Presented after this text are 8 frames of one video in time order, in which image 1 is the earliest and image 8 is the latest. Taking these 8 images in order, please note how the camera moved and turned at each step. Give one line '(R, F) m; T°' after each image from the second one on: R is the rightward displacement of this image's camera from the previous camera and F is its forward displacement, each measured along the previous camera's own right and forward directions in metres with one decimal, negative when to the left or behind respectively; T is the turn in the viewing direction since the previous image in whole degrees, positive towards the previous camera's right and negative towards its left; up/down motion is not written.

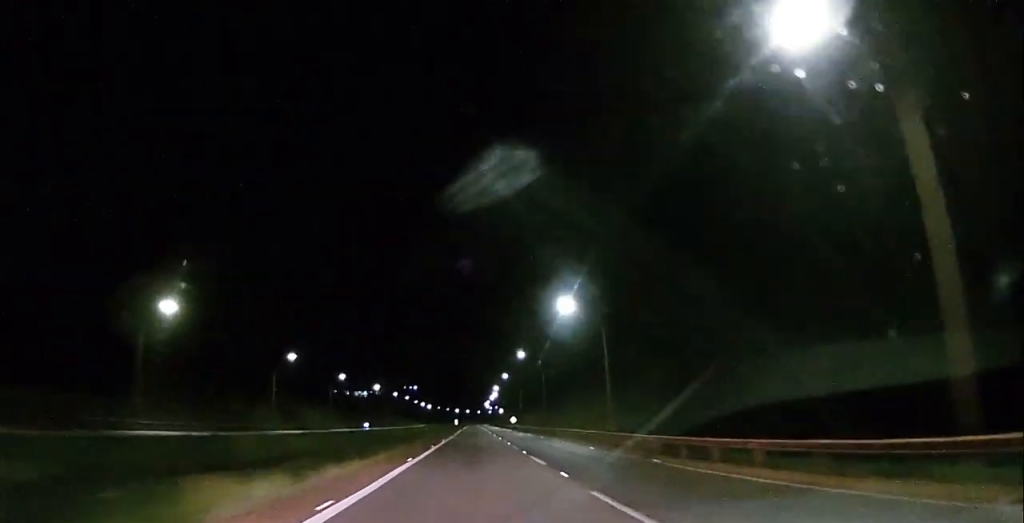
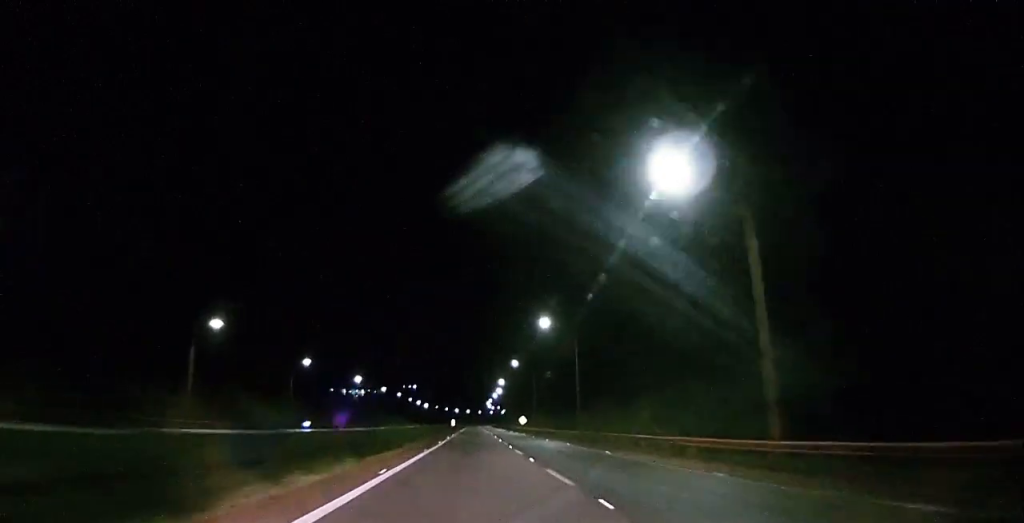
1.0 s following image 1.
(-0.1, +29.5) m; +1°
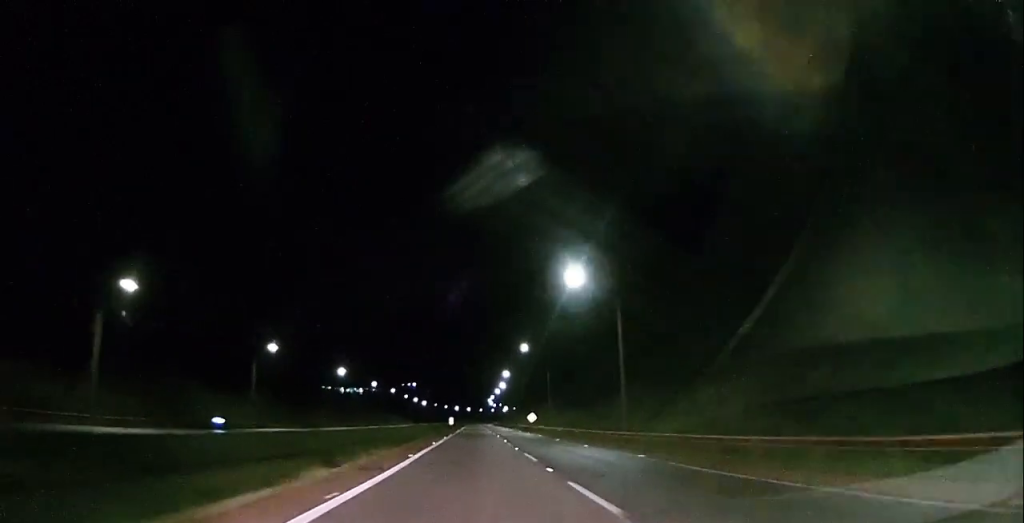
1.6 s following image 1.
(+0.2, +18.7) m; 0°
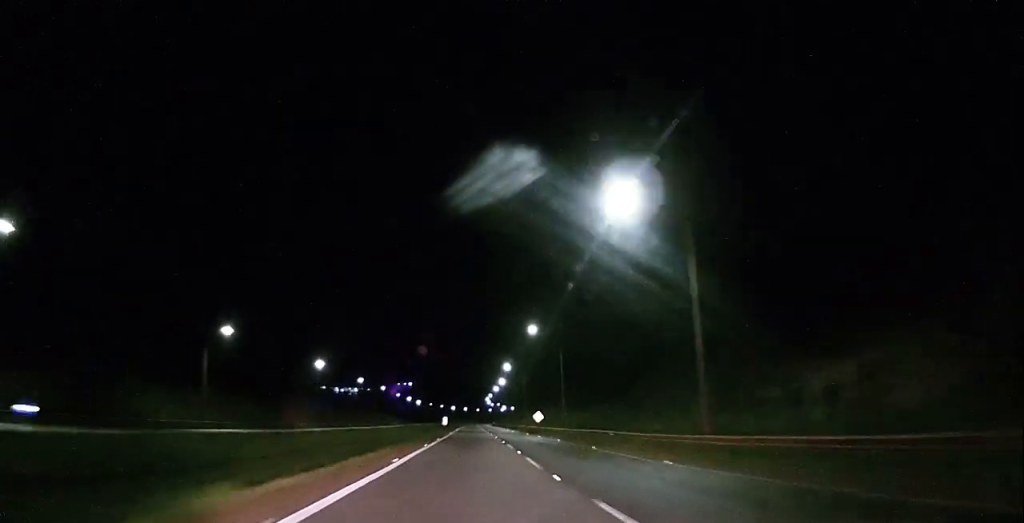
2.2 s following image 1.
(+0.3, +15.7) m; 0°
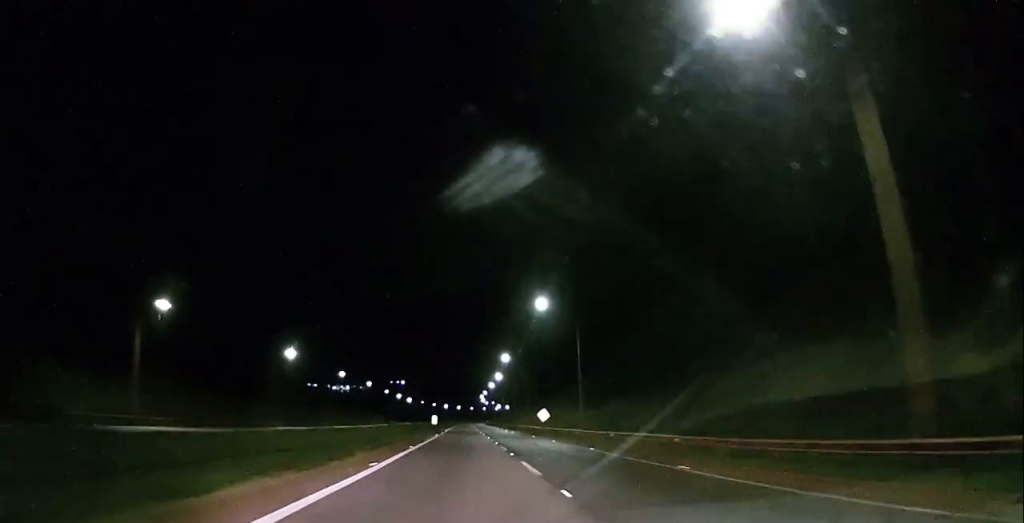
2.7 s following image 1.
(-0.2, +14.7) m; 0°
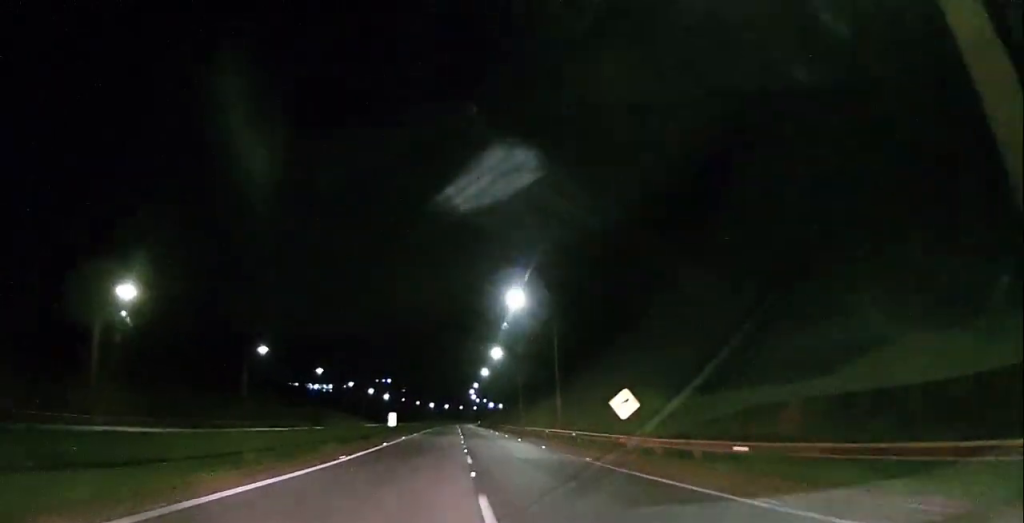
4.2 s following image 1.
(-0.1, +46.3) m; 0°
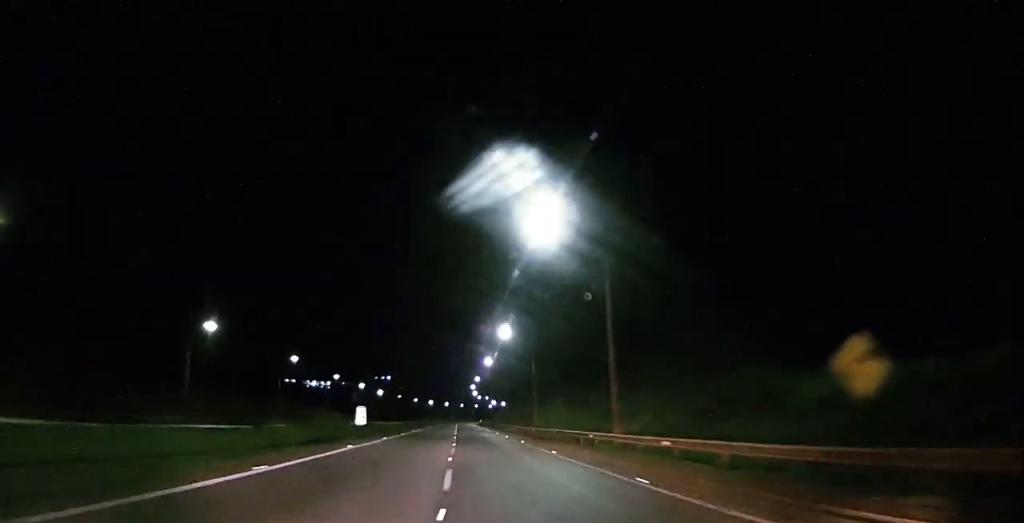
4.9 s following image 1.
(0.0, +19.6) m; 0°
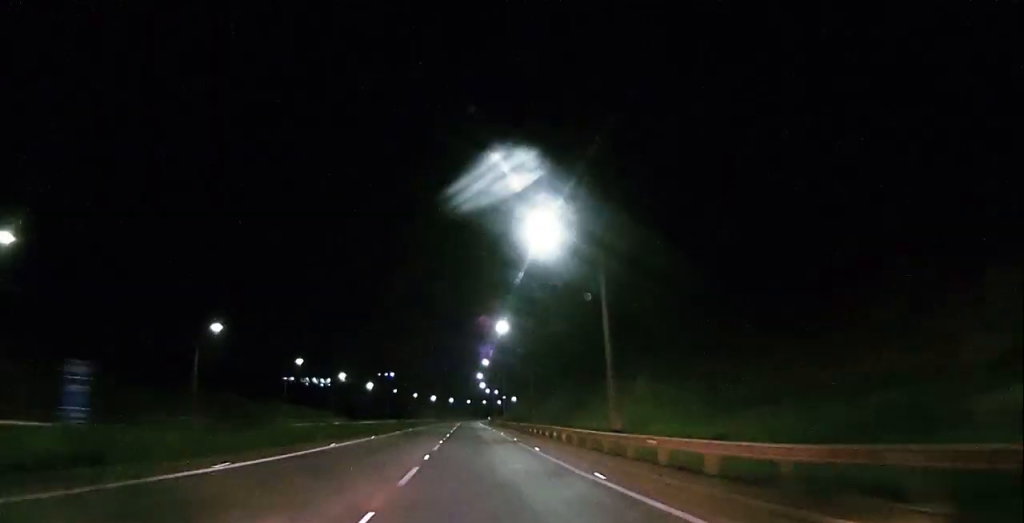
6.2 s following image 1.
(+0.3, +37.3) m; +1°
